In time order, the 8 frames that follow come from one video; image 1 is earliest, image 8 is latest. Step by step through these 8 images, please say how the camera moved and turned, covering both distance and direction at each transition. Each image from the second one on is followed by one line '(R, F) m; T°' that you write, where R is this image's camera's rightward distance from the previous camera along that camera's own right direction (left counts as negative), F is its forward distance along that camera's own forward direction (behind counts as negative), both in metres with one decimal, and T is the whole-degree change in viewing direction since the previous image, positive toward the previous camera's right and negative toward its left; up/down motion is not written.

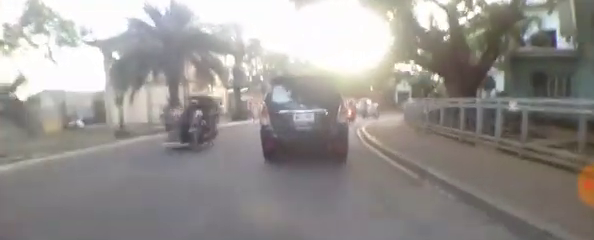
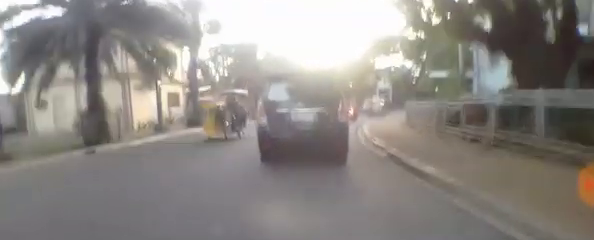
(0.0, +5.3) m; 0°
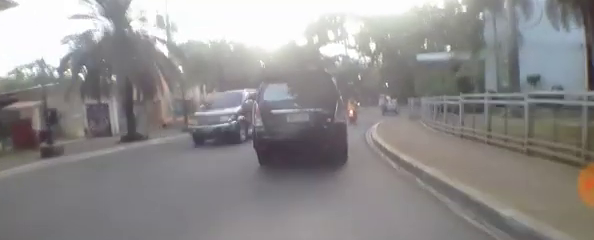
(+0.4, +13.2) m; +11°
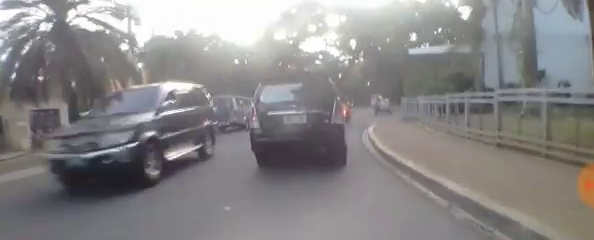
(-0.1, +2.7) m; +7°
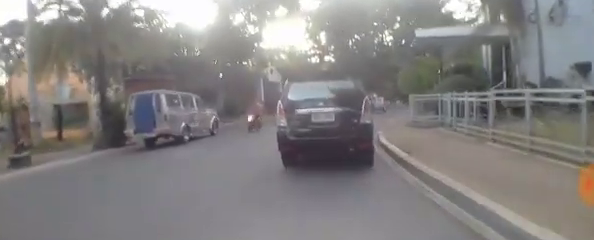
(+1.0, +5.8) m; +15°
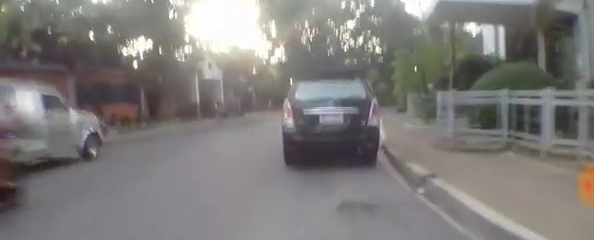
(+0.7, +6.4) m; +11°
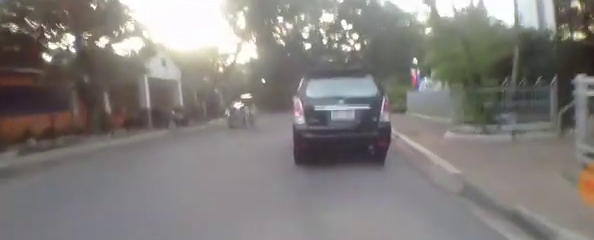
(+0.3, +4.6) m; +3°
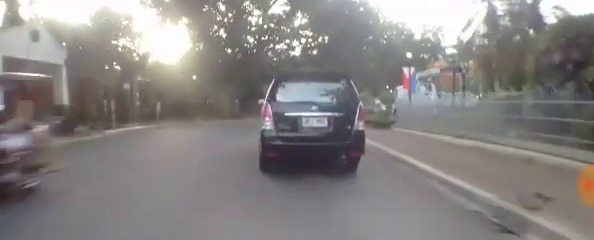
(+0.1, +6.7) m; +6°
